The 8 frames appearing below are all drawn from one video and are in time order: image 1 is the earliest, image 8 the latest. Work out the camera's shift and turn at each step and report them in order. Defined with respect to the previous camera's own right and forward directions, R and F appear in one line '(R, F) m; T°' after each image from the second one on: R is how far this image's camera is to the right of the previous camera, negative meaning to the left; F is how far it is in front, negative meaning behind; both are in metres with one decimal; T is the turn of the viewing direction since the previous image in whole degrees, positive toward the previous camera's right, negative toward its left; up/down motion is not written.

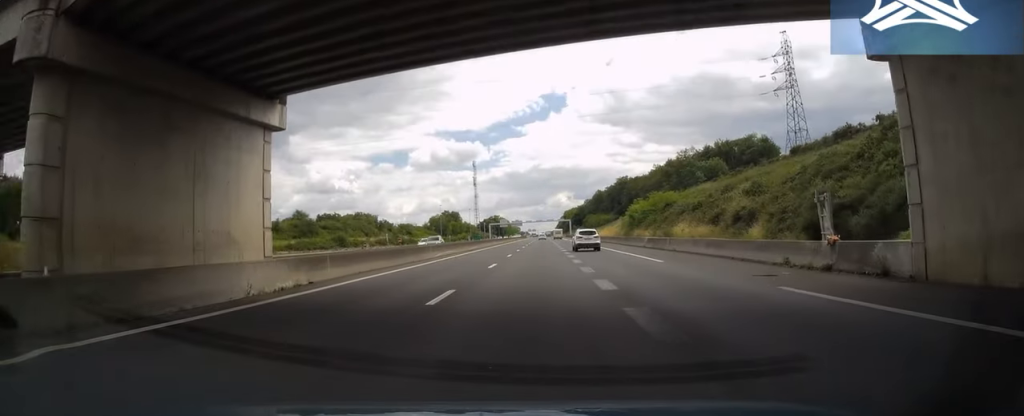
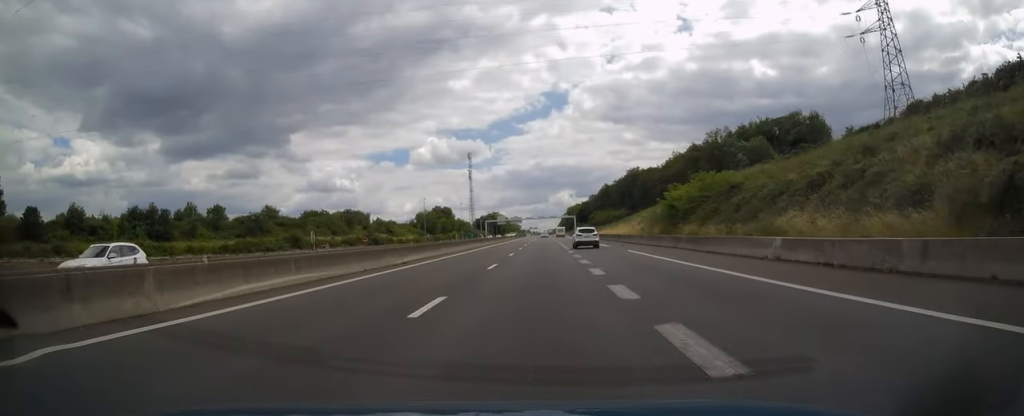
(+0.1, +27.7) m; 0°
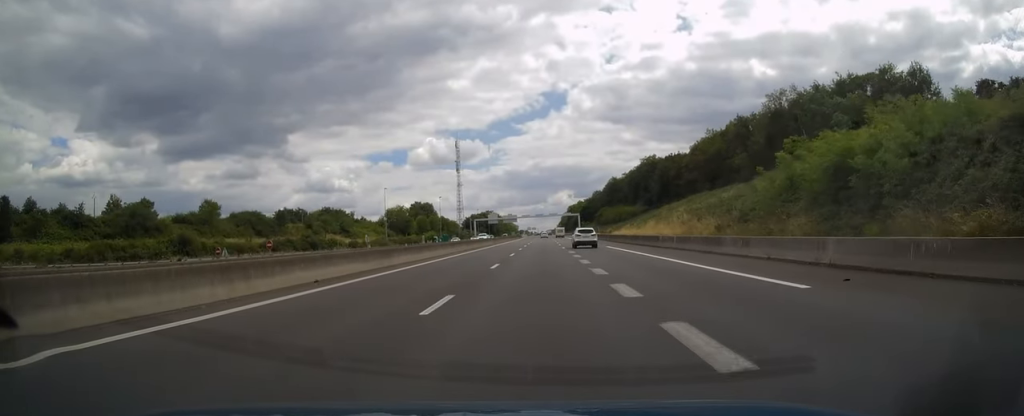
(0.0, +37.9) m; 0°
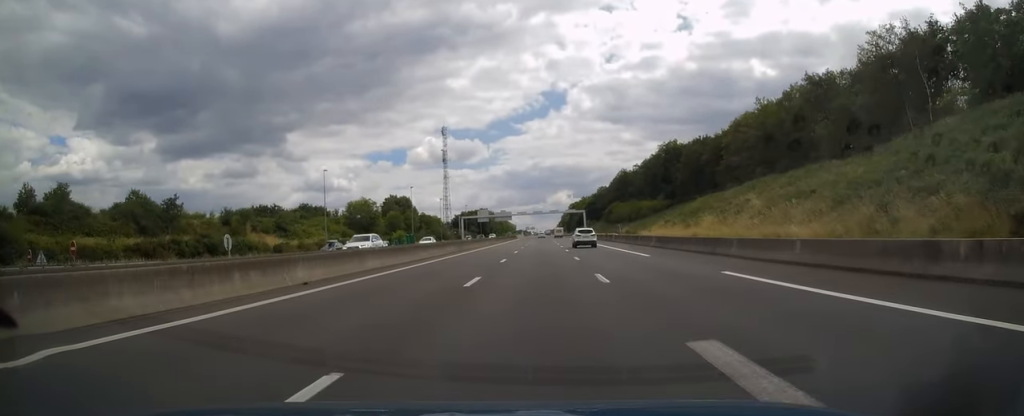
(-0.1, +33.0) m; 0°
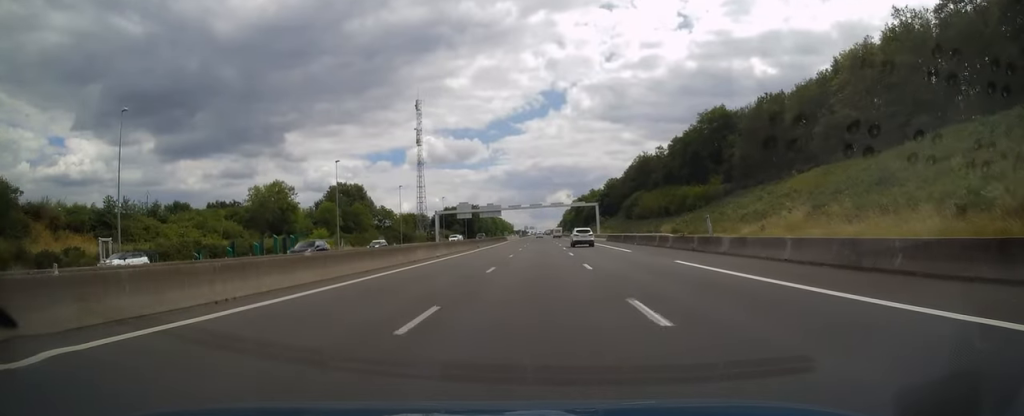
(+0.2, +45.4) m; 0°
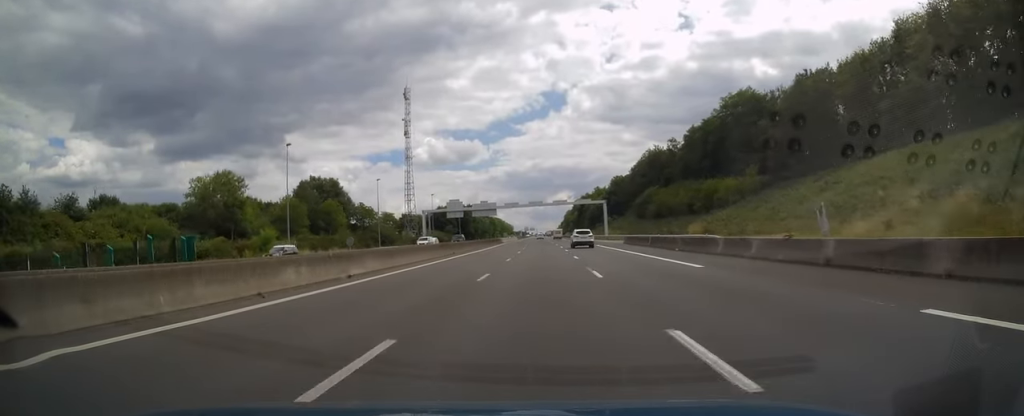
(0.0, +16.2) m; 0°
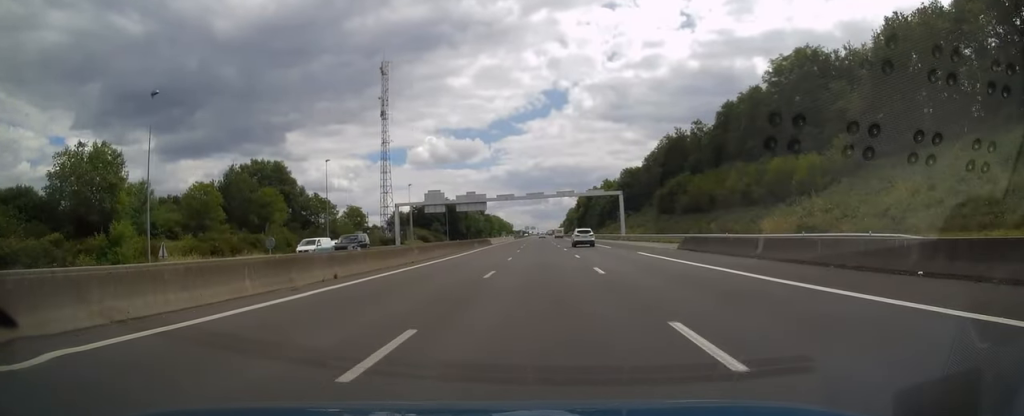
(-0.1, +24.8) m; 0°
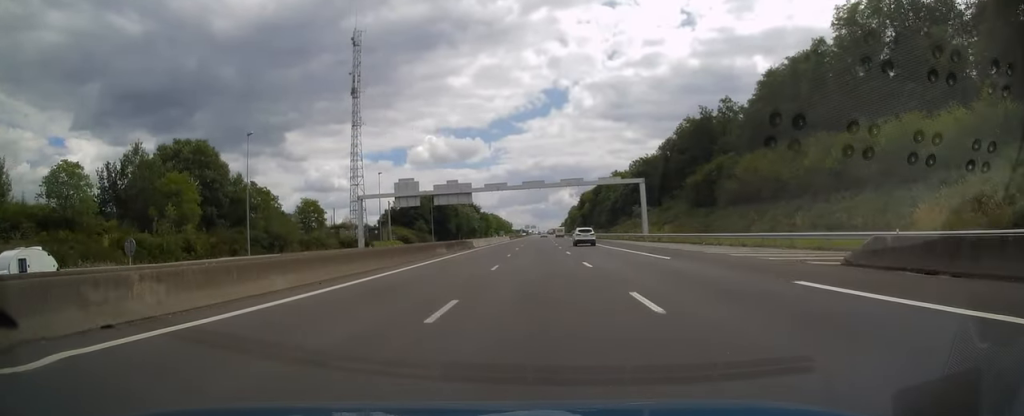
(0.0, +21.7) m; 0°
